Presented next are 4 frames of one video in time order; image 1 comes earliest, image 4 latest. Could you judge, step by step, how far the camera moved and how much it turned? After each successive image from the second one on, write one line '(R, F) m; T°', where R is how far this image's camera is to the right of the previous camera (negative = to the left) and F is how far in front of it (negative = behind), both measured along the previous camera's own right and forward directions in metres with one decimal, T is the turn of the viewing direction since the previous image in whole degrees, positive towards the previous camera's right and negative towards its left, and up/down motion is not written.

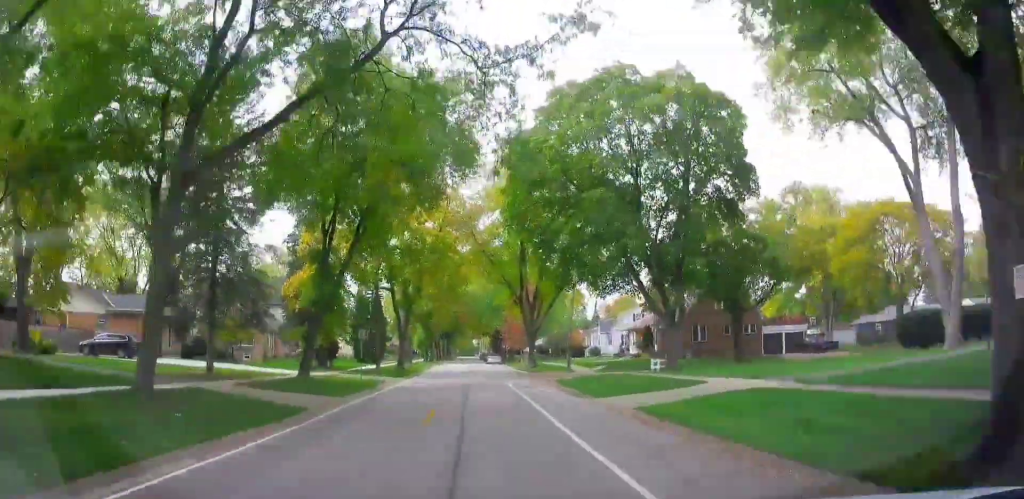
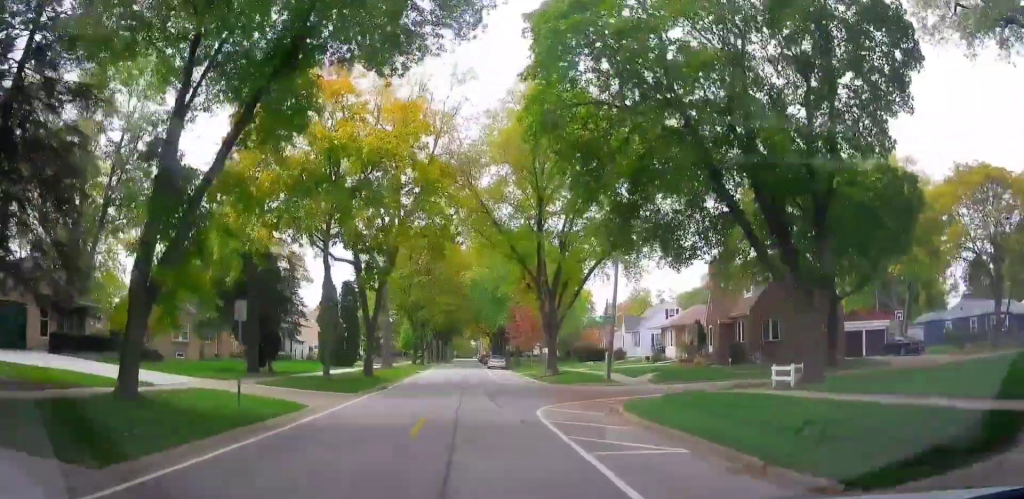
(-0.1, +13.4) m; +1°
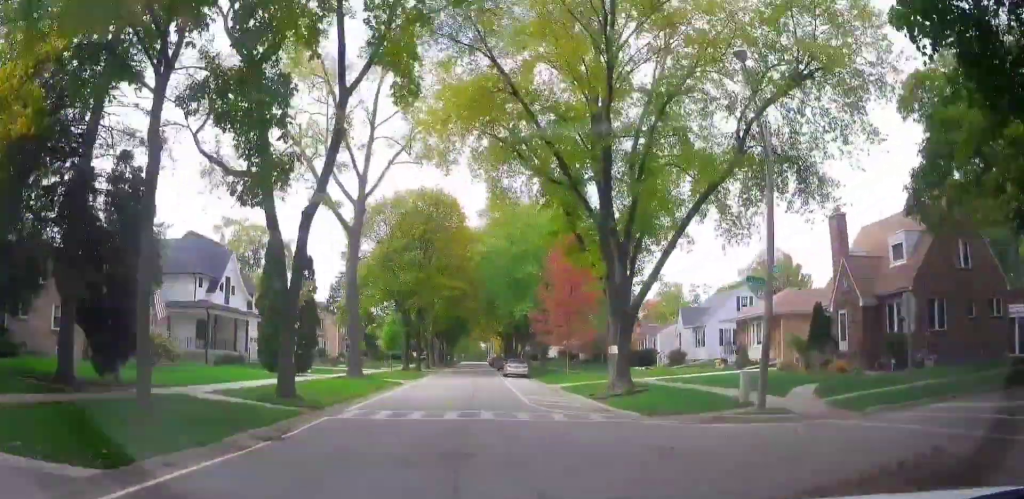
(-0.1, +16.3) m; -3°
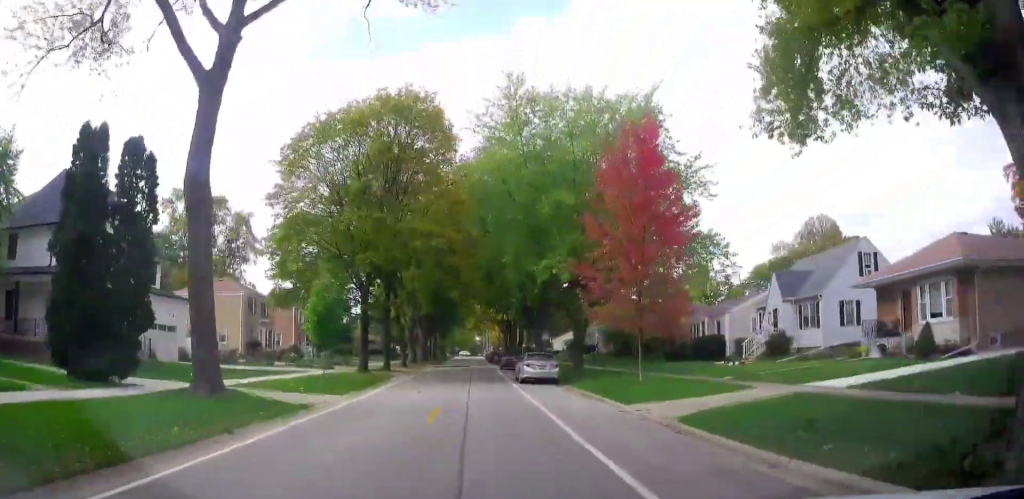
(+0.7, +18.7) m; +5°
